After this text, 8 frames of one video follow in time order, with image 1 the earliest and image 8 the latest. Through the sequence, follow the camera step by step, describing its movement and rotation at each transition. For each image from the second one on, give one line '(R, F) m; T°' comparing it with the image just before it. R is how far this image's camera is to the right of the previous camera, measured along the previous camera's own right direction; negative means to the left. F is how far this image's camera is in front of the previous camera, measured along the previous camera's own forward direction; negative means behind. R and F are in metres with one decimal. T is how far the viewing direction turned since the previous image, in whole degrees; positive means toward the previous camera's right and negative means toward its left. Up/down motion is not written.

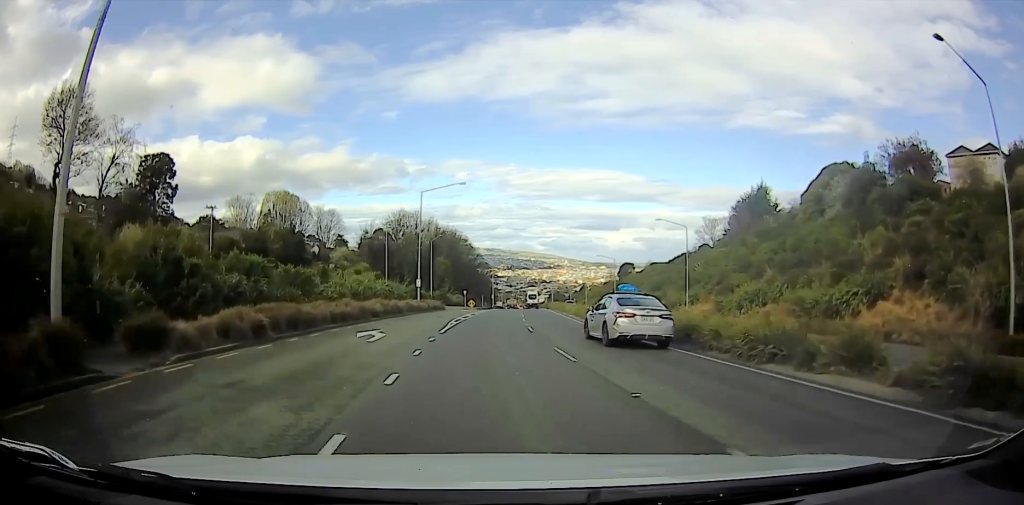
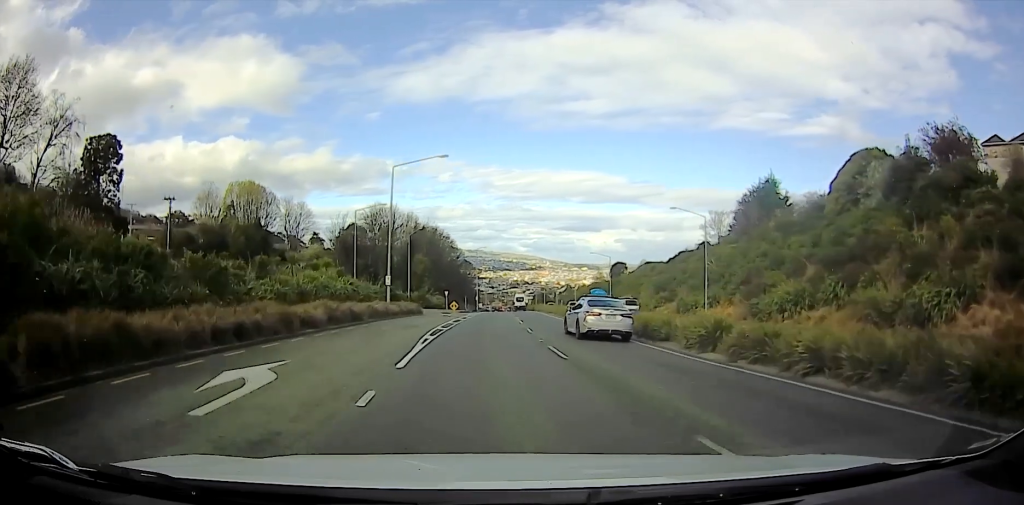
(-0.2, +14.5) m; -1°
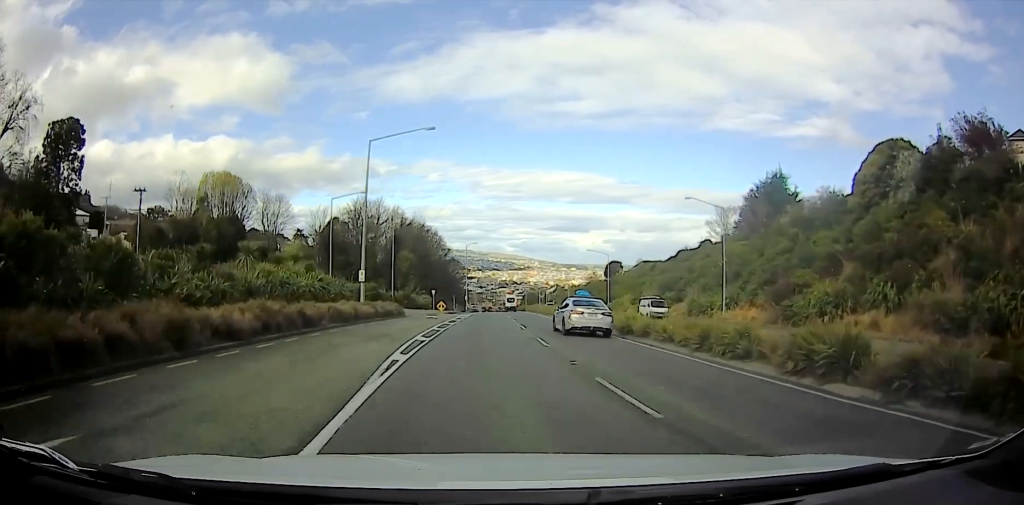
(0.0, +9.0) m; +1°
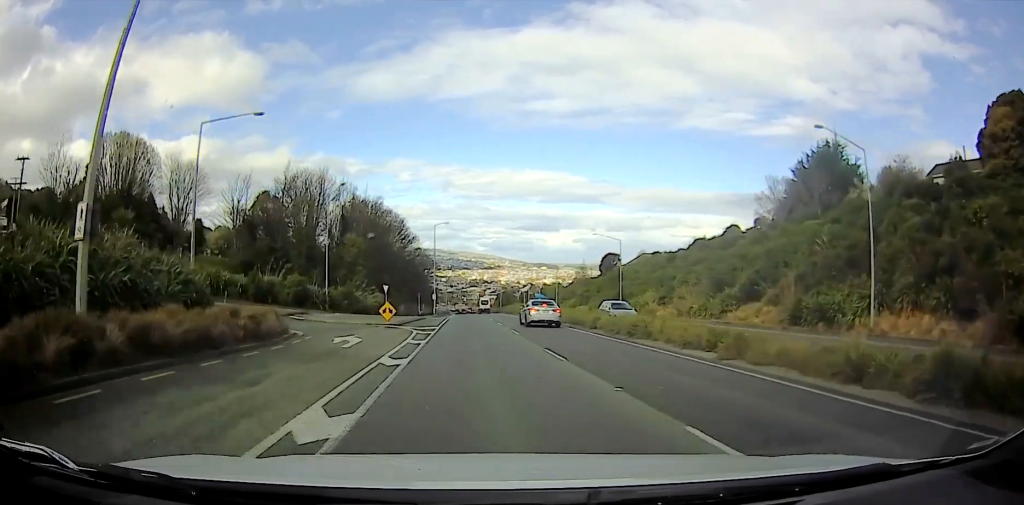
(+0.6, +28.4) m; +3°
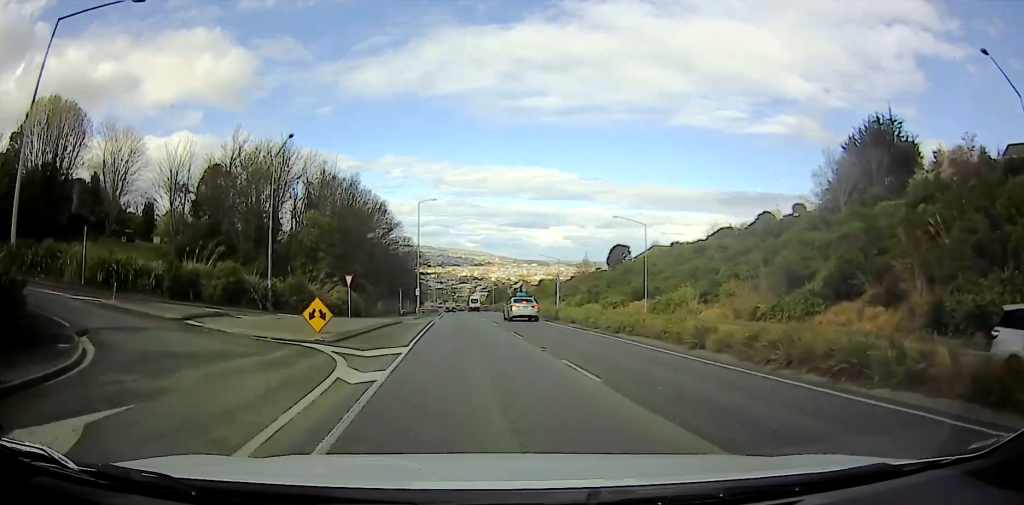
(+0.2, +12.5) m; +1°
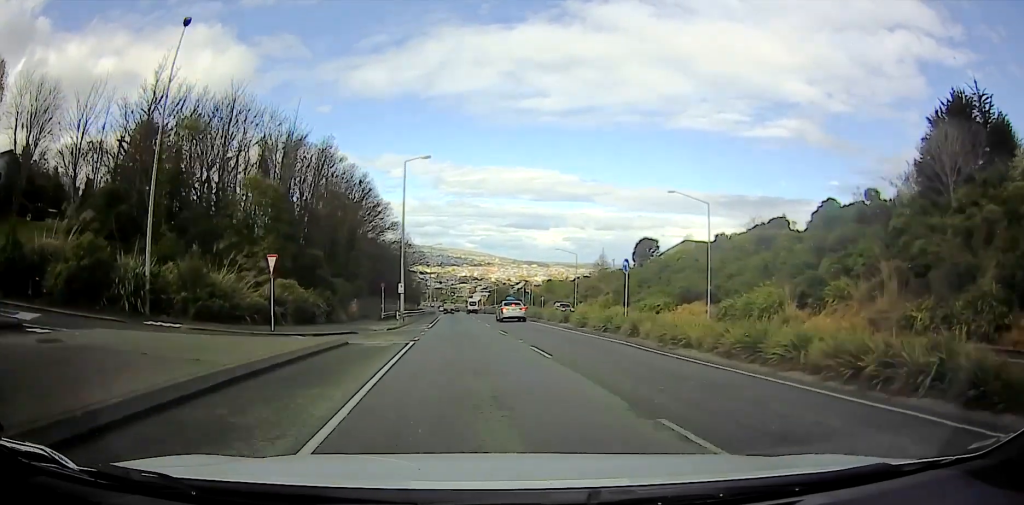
(0.0, +12.5) m; 0°
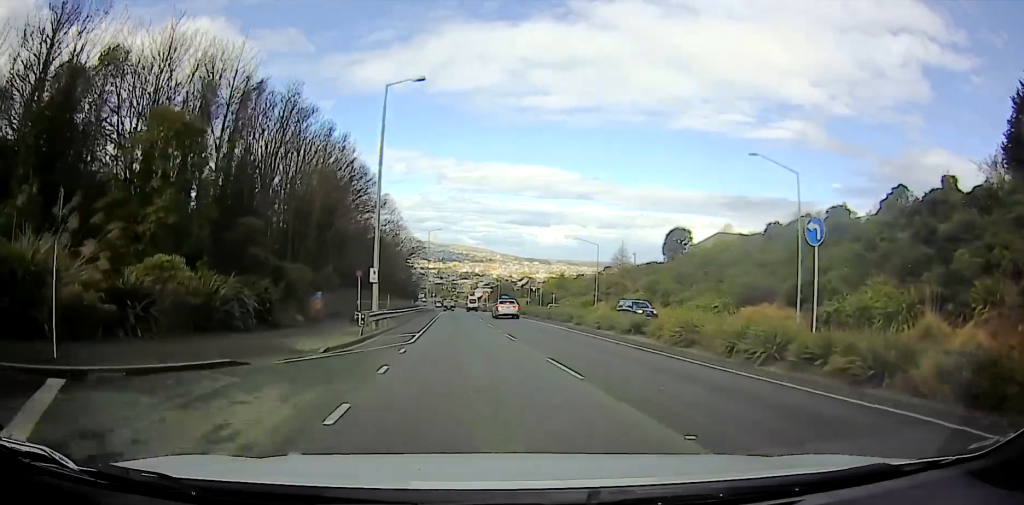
(0.0, +9.7) m; 0°
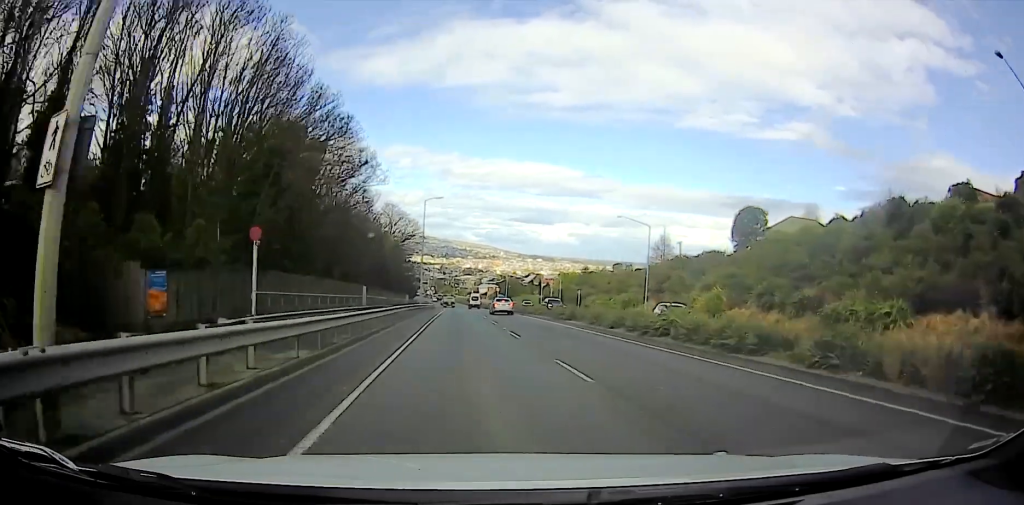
(0.0, +16.1) m; 0°
